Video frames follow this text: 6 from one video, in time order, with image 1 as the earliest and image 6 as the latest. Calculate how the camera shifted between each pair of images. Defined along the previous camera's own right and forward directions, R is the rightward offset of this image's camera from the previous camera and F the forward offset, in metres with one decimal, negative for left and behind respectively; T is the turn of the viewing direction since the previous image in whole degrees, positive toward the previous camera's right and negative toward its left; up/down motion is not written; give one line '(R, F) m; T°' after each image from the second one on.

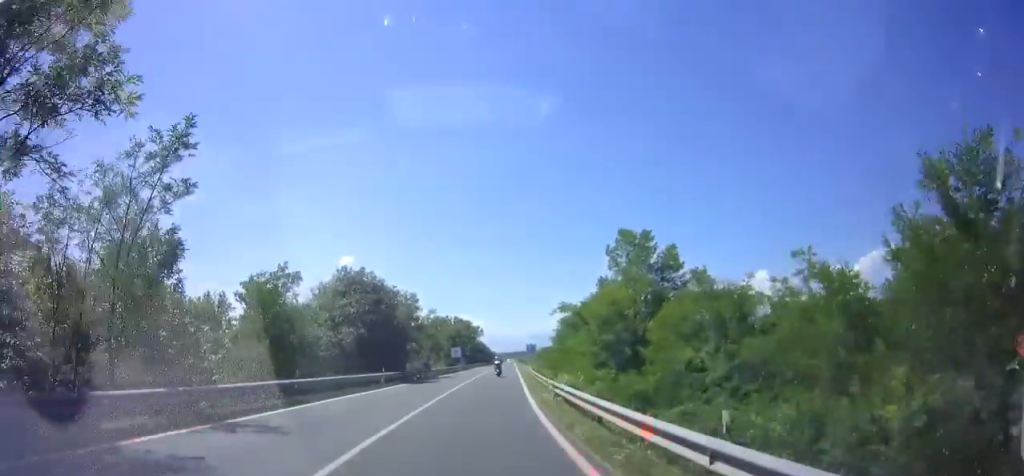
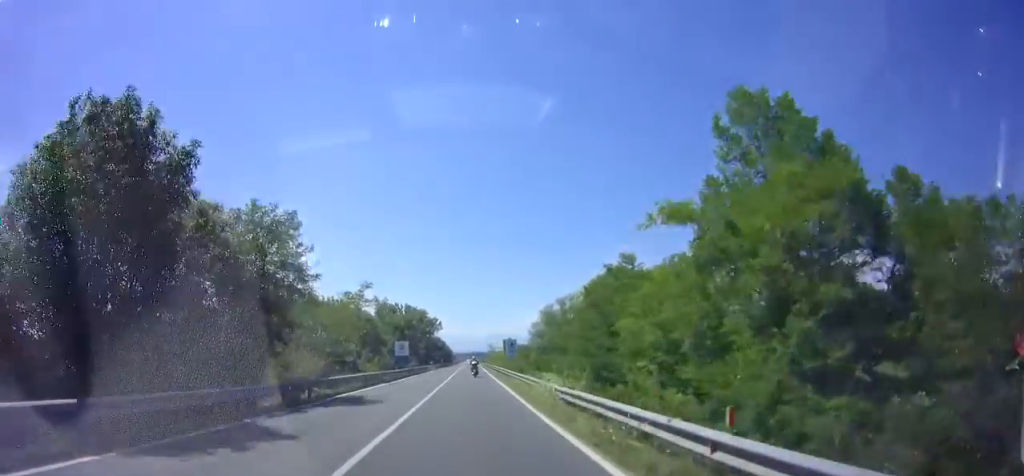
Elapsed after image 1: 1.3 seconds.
(+0.7, +24.1) m; +2°
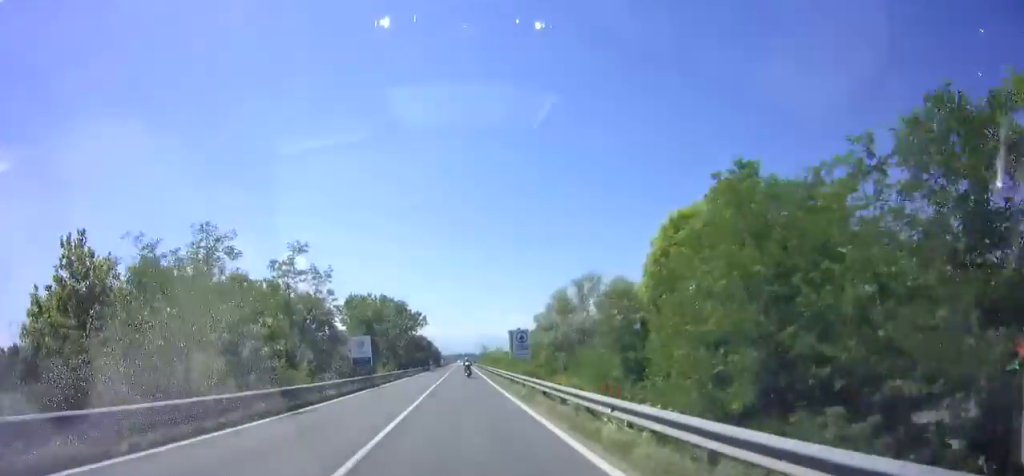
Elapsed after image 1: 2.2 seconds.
(+0.1, +17.3) m; 0°
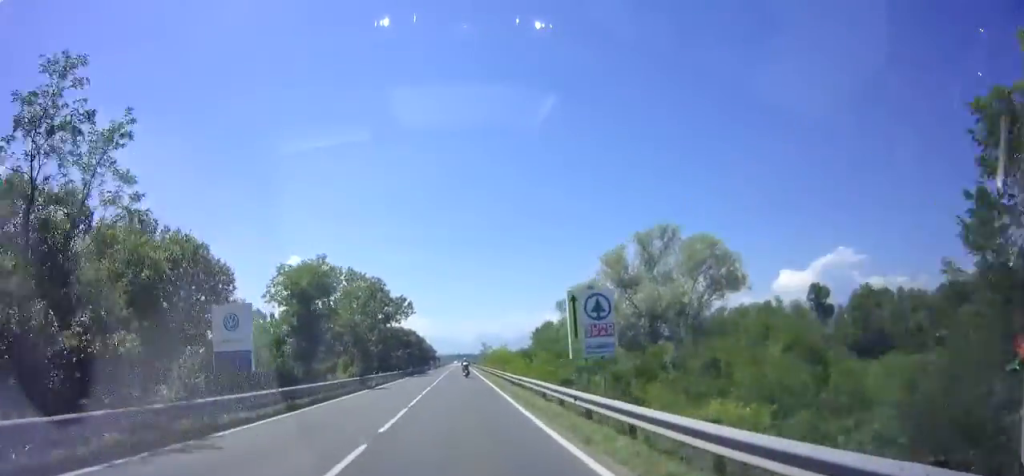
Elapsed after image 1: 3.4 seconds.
(0.0, +21.0) m; 0°
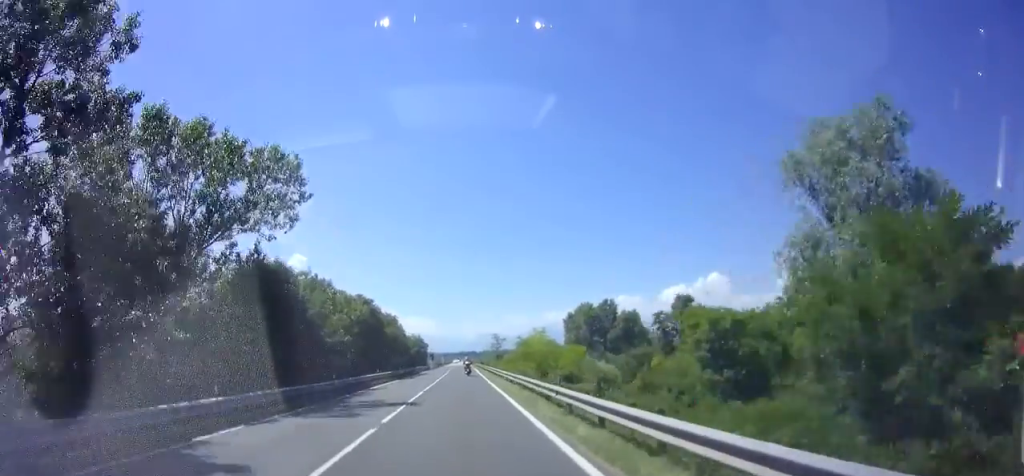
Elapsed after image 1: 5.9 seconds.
(-0.2, +46.9) m; 0°
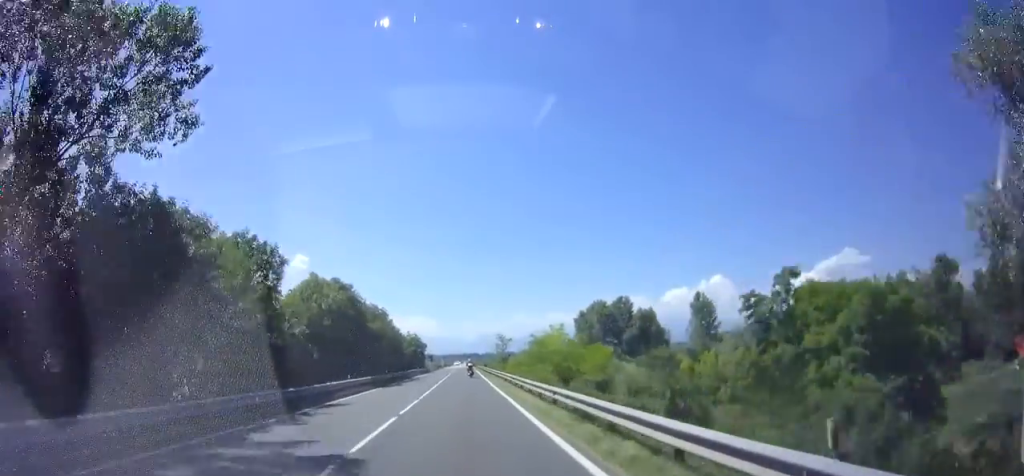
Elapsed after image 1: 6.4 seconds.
(0.0, +9.4) m; 0°
